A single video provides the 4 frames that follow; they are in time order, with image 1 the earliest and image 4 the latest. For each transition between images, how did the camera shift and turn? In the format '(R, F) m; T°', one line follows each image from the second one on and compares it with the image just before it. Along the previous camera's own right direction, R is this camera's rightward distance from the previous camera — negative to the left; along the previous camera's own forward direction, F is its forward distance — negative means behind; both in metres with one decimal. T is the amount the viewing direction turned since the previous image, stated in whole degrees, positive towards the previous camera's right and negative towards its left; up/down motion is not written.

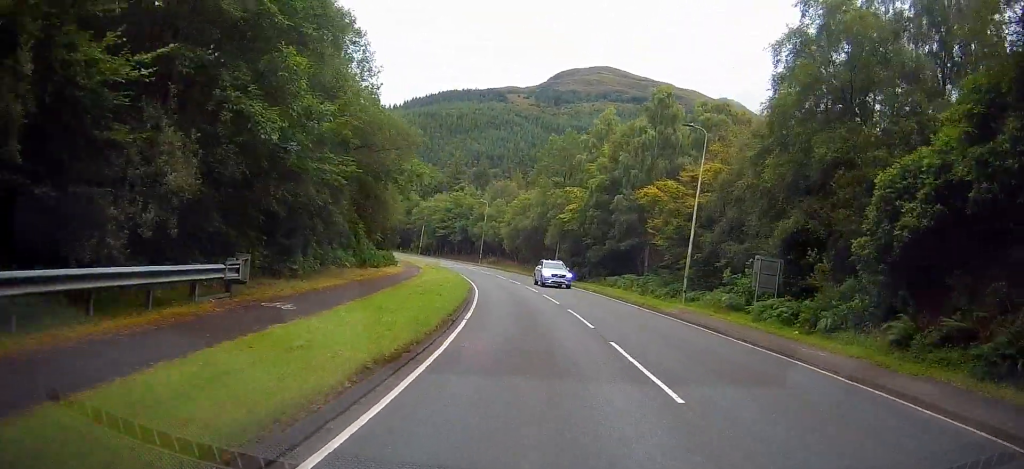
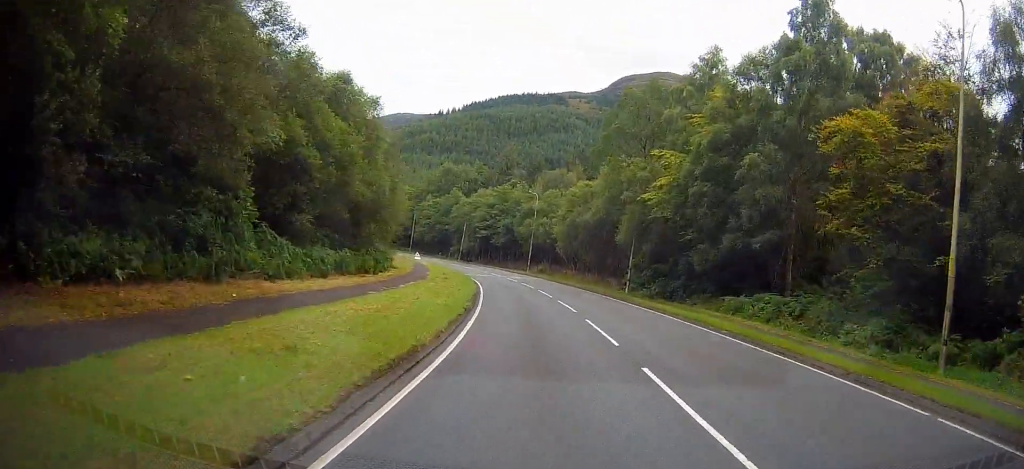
(-0.9, +21.8) m; -4°
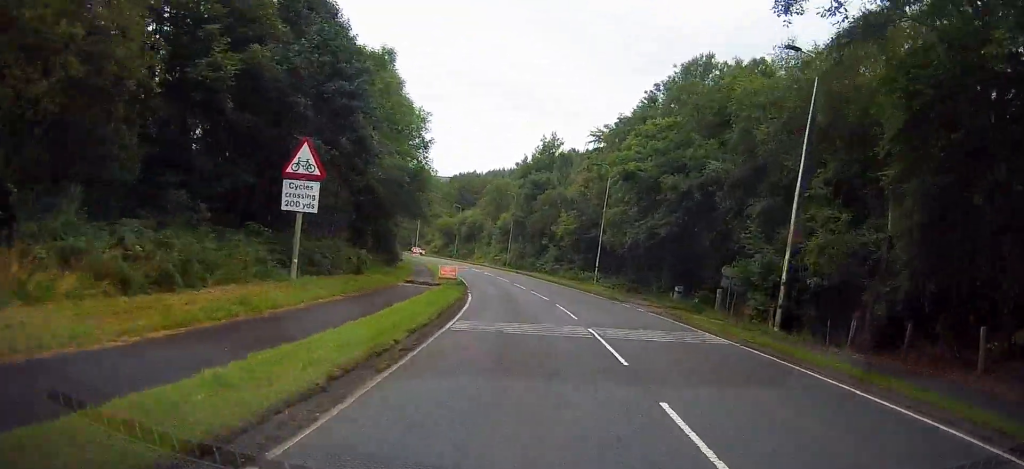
(-17.3, +92.6) m; -22°
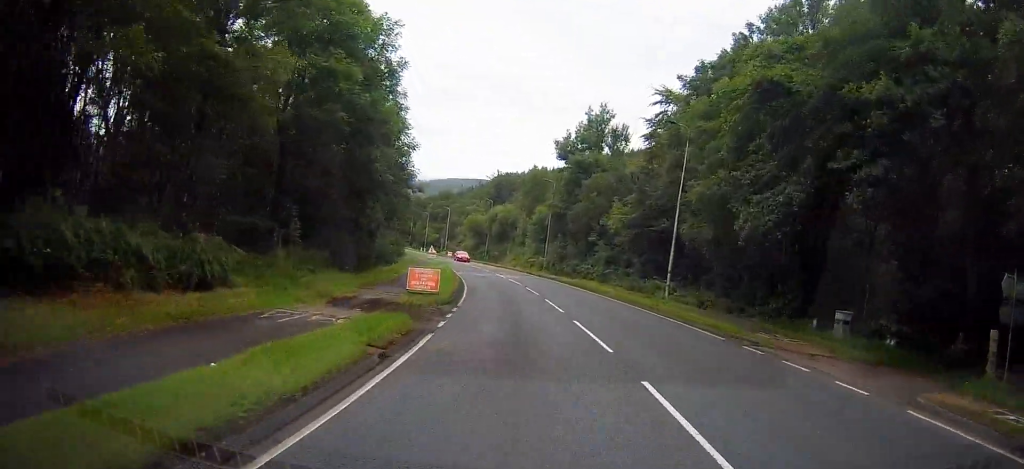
(-0.2, +17.6) m; -3°
